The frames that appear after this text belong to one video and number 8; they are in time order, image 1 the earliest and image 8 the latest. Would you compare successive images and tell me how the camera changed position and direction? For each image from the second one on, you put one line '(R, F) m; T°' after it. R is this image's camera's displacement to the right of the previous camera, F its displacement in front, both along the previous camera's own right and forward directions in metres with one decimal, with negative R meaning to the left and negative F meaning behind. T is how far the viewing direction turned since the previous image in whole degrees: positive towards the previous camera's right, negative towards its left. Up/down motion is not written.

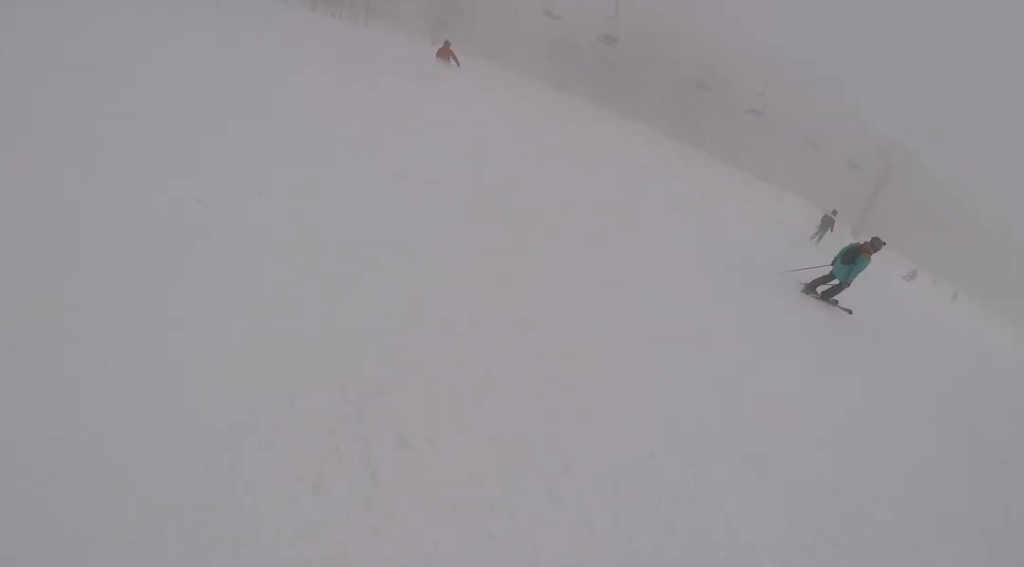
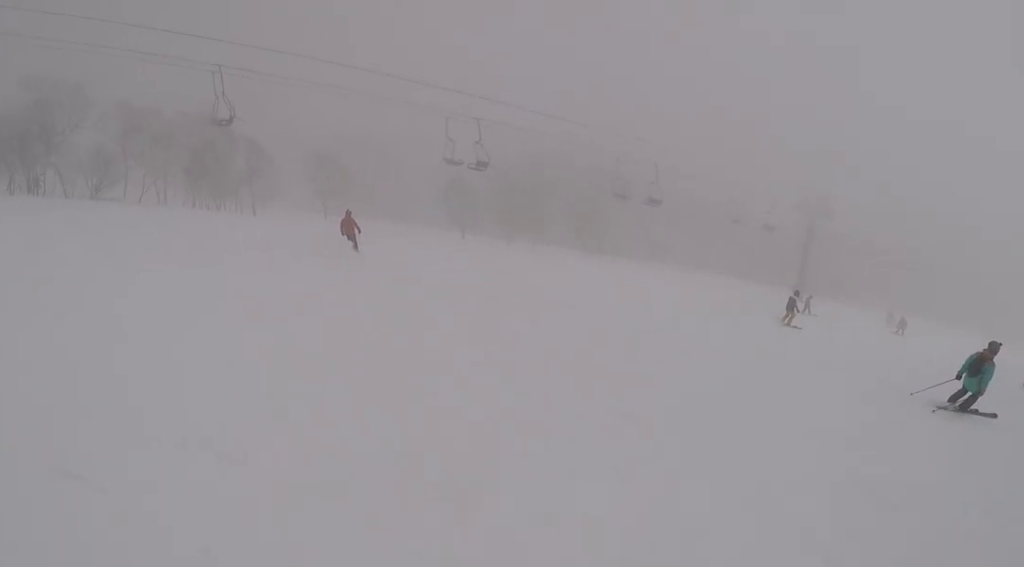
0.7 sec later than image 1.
(-0.8, +3.7) m; 0°
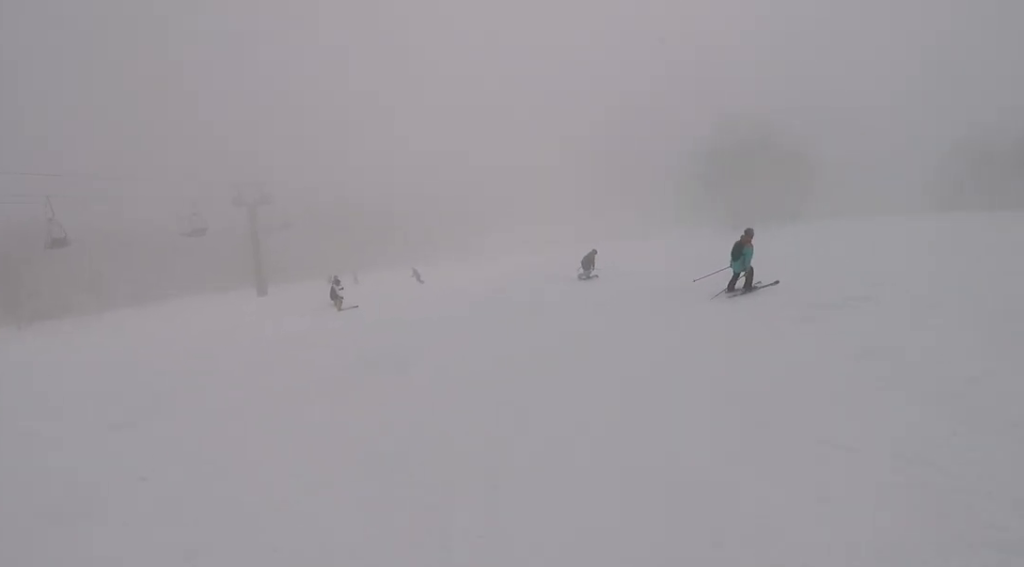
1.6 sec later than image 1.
(+0.5, +5.5) m; +21°
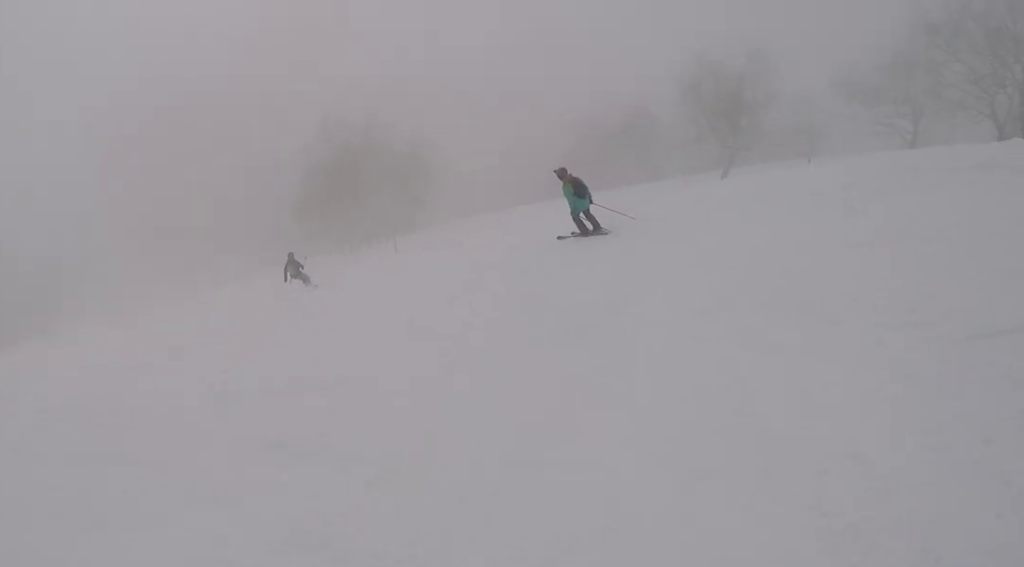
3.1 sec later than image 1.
(+3.6, +7.6) m; +36°
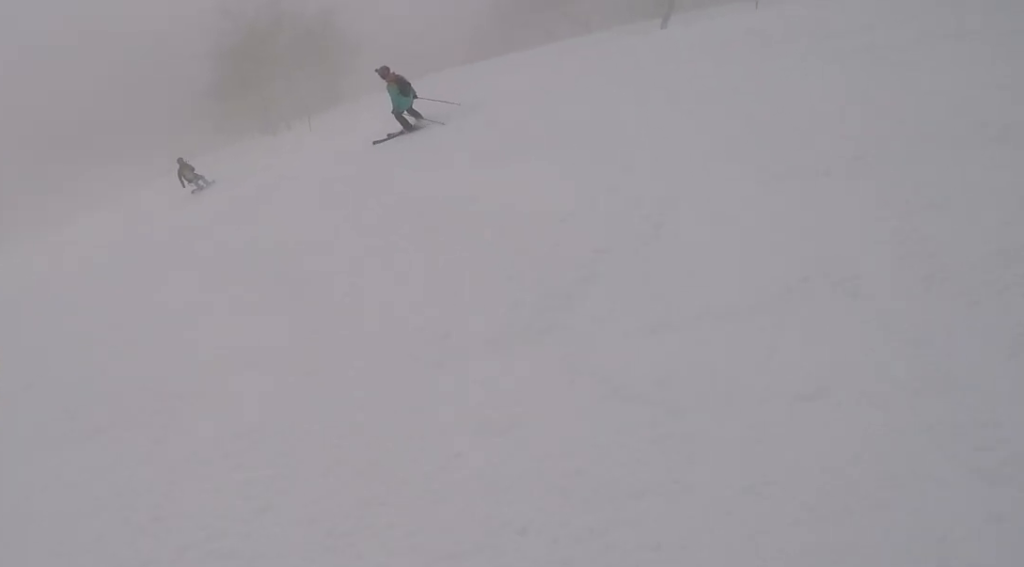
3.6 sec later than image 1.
(+0.4, +3.2) m; -12°
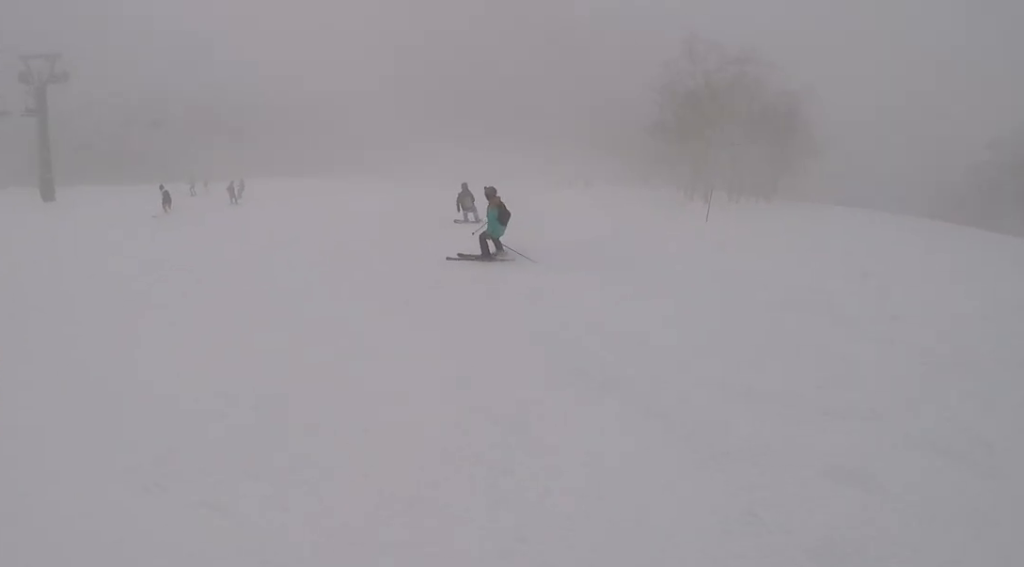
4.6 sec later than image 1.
(-1.6, +5.4) m; -26°
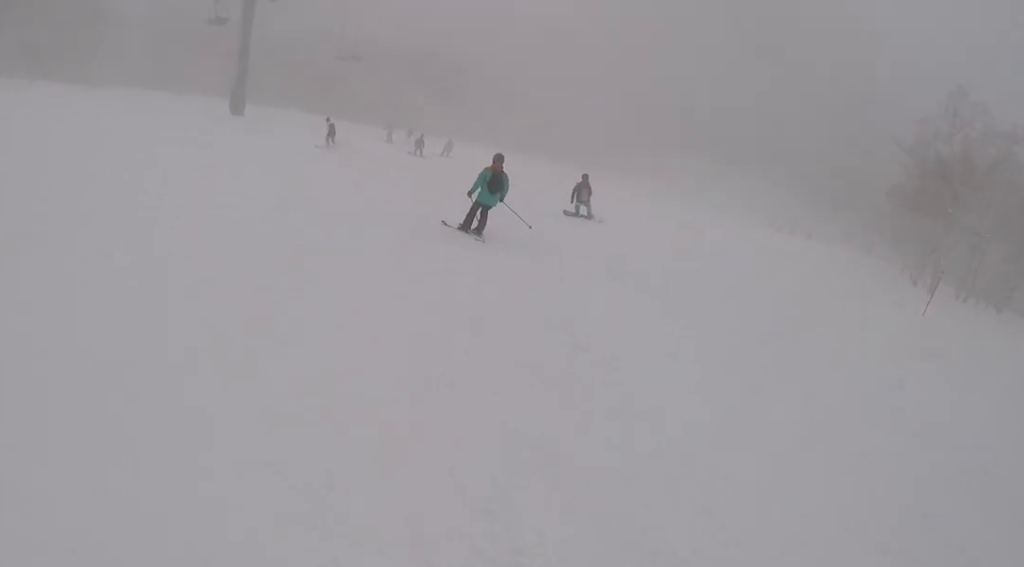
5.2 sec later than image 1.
(-0.7, +3.9) m; -12°
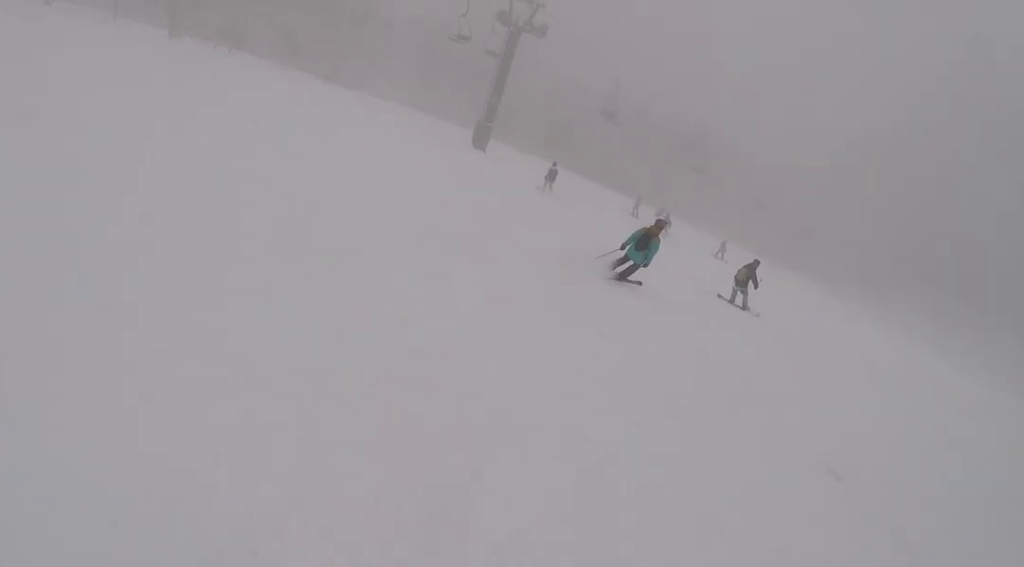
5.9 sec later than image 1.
(0.0, +4.6) m; -6°
